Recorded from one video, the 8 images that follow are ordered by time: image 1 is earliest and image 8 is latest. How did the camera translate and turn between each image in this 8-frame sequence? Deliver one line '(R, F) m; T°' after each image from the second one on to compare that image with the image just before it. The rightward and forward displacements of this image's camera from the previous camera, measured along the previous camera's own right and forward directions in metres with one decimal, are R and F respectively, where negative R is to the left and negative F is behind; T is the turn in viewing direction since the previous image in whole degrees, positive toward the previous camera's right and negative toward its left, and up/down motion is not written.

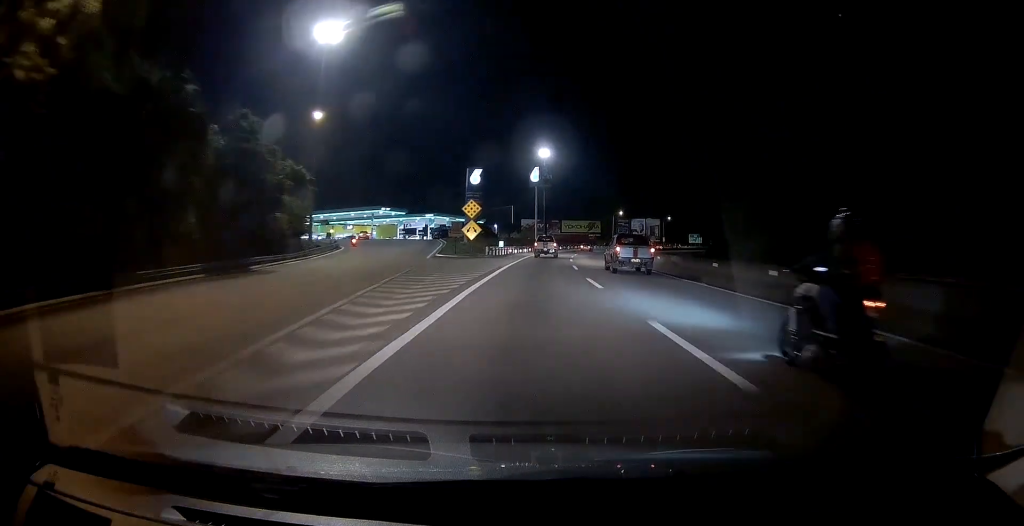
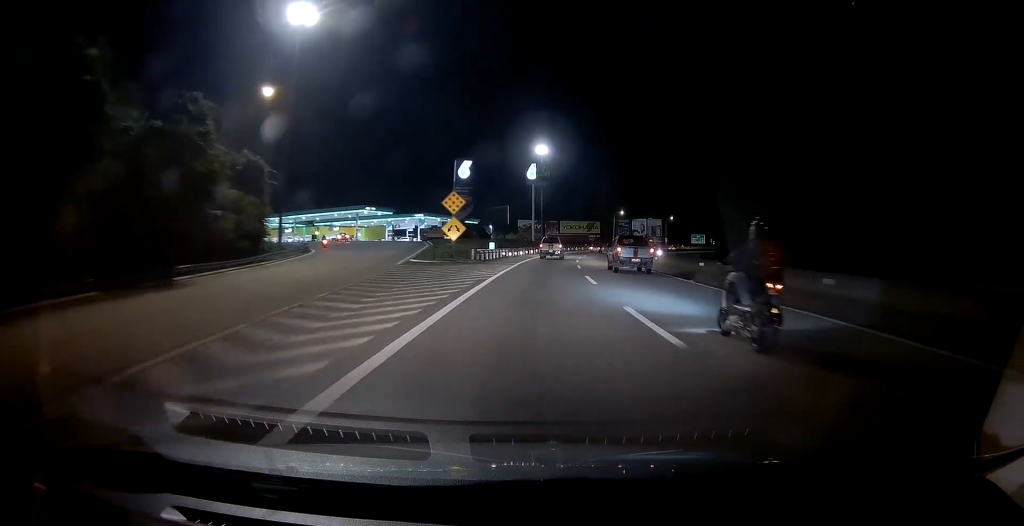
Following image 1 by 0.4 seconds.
(0.0, +9.5) m; +1°
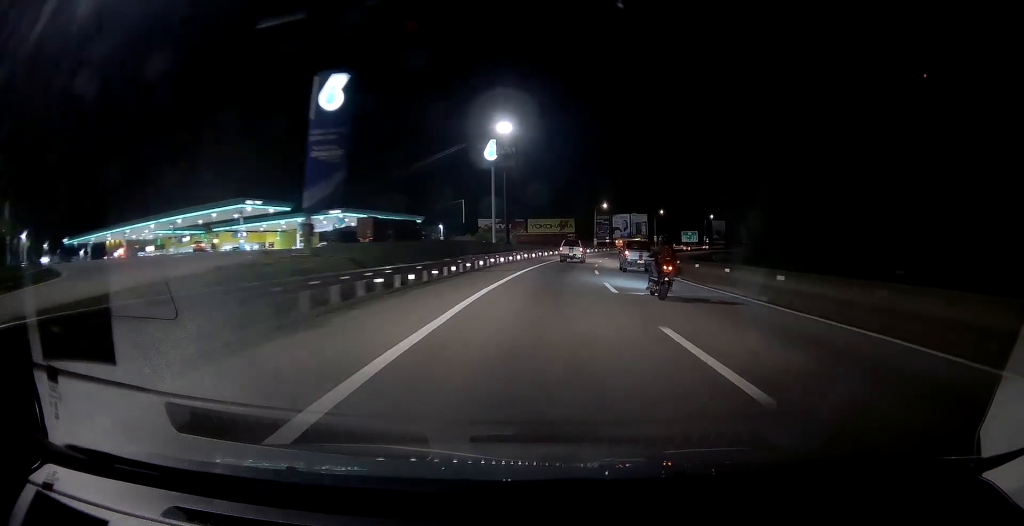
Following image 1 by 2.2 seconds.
(+1.4, +37.7) m; +4°
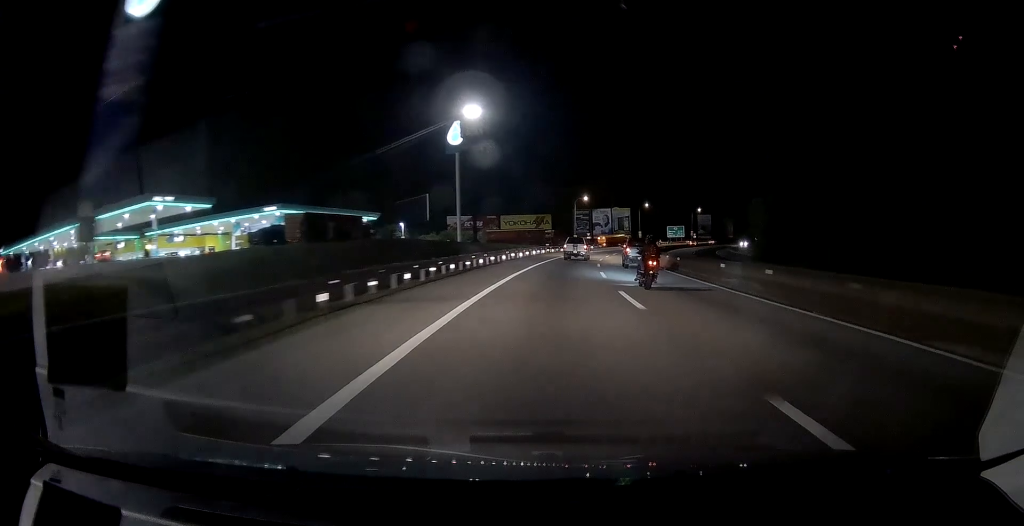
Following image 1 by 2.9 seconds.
(0.0, +16.7) m; 0°
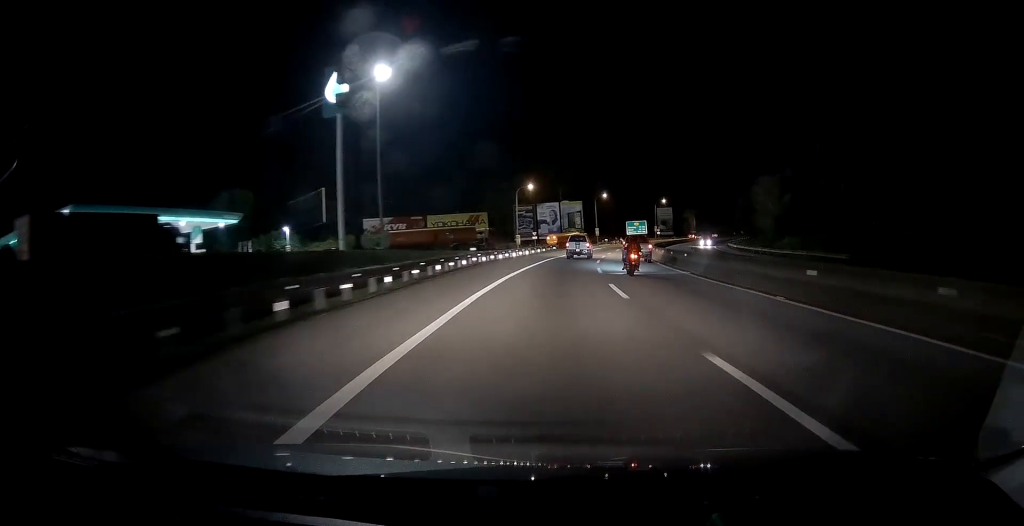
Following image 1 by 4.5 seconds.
(+2.0, +33.8) m; +7°
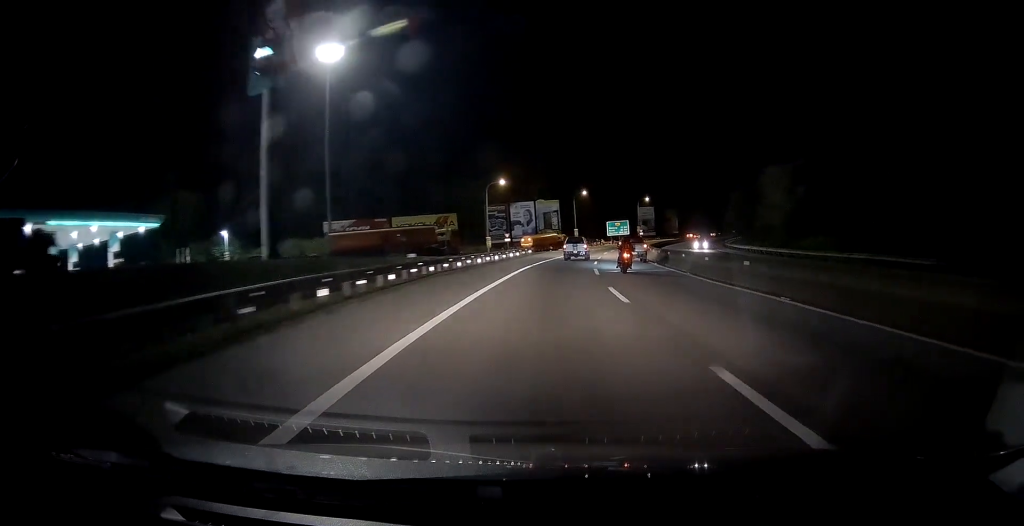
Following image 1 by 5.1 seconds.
(+0.5, +13.0) m; +3°
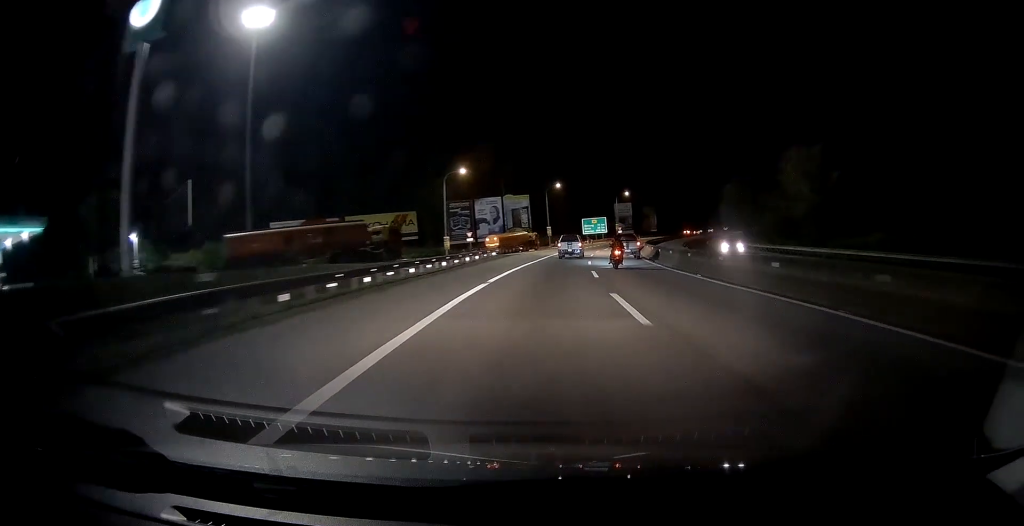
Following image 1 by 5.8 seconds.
(-0.1, +15.8) m; +2°
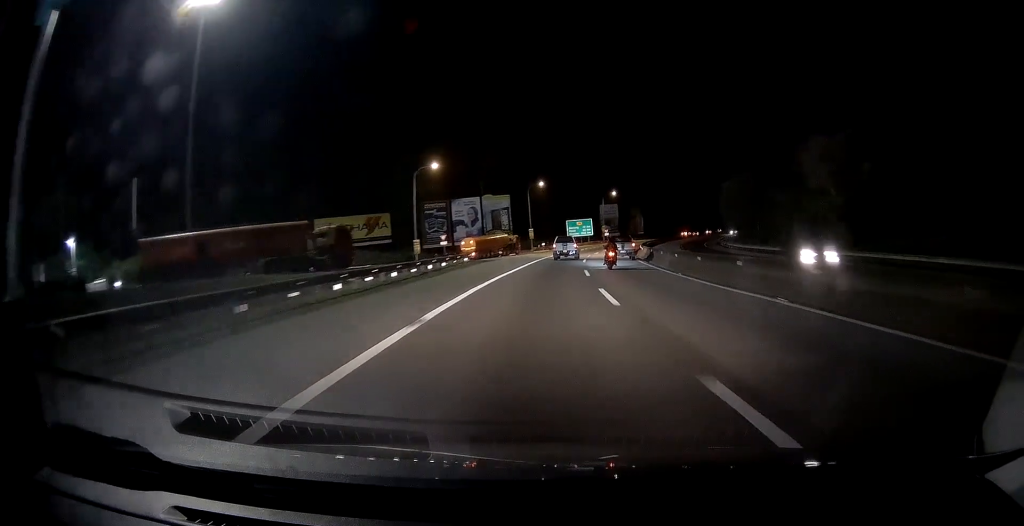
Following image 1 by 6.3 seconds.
(+0.2, +9.3) m; +2°
